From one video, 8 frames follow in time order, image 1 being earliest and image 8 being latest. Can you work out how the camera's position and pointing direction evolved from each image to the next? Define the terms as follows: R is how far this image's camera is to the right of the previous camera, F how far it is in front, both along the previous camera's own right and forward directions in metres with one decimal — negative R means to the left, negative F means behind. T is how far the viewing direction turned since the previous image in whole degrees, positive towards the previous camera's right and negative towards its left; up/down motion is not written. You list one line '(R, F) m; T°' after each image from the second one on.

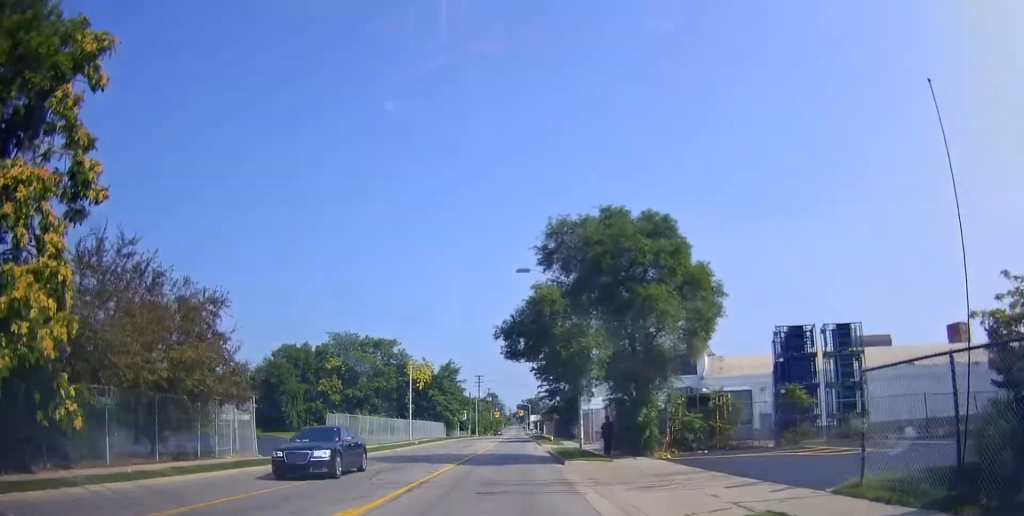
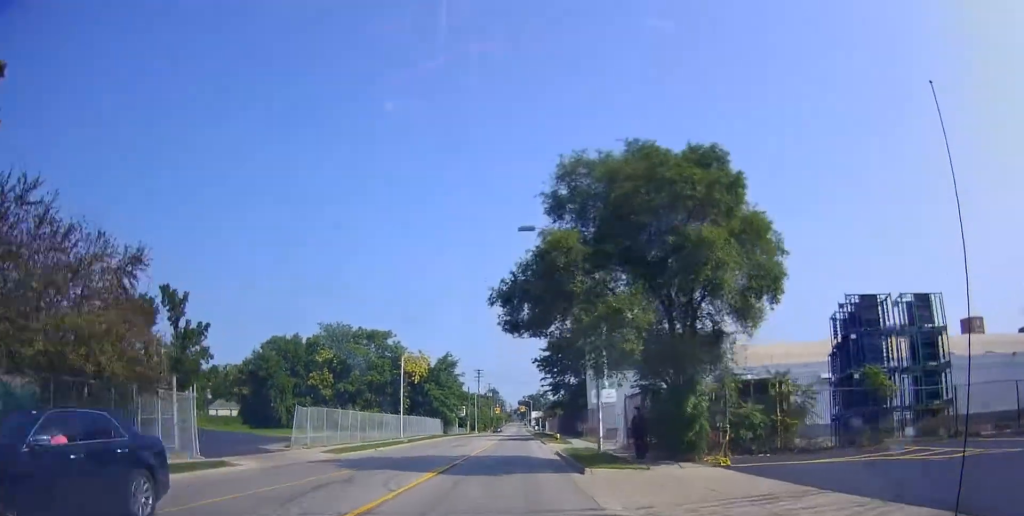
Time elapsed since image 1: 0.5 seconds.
(0.0, +6.0) m; -1°
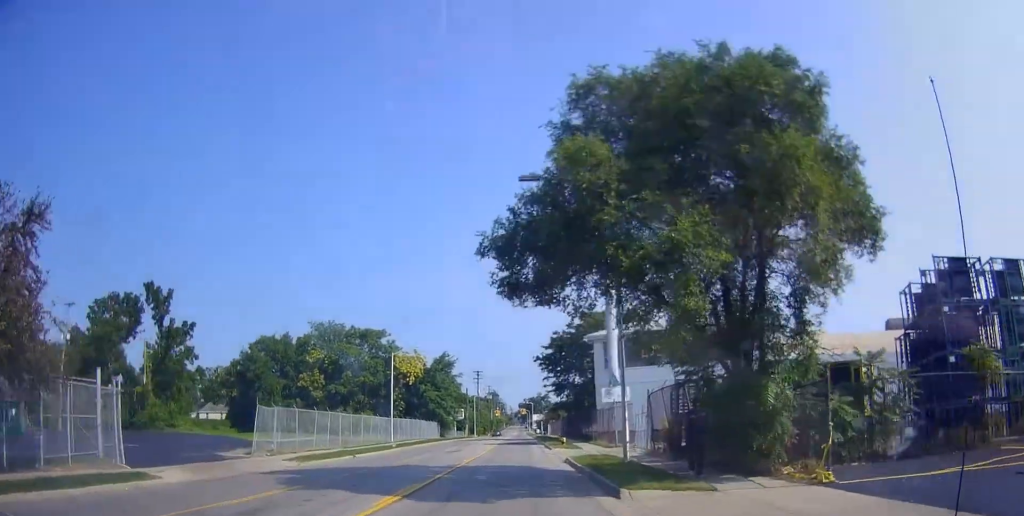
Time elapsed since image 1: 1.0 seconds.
(+0.1, +5.3) m; -1°
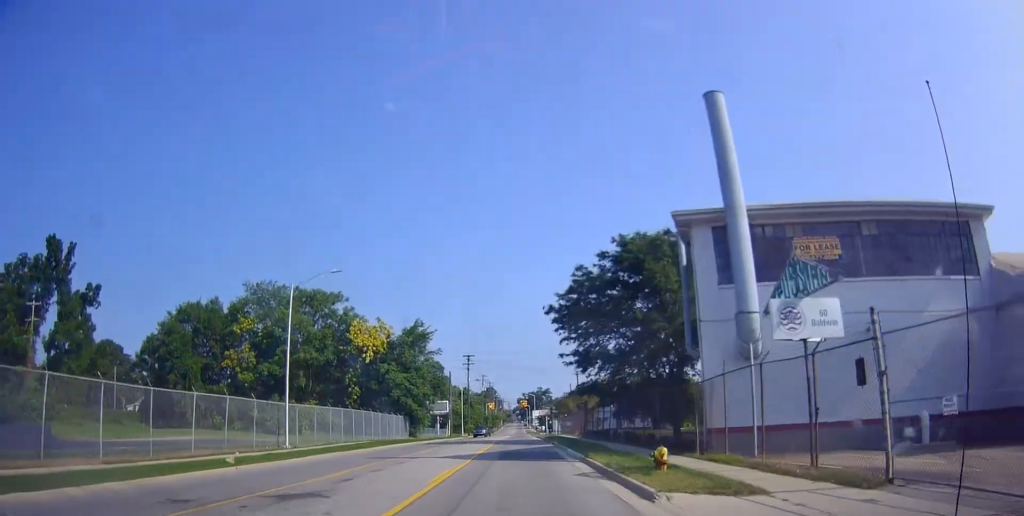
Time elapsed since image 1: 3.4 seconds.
(-0.1, +27.4) m; +1°
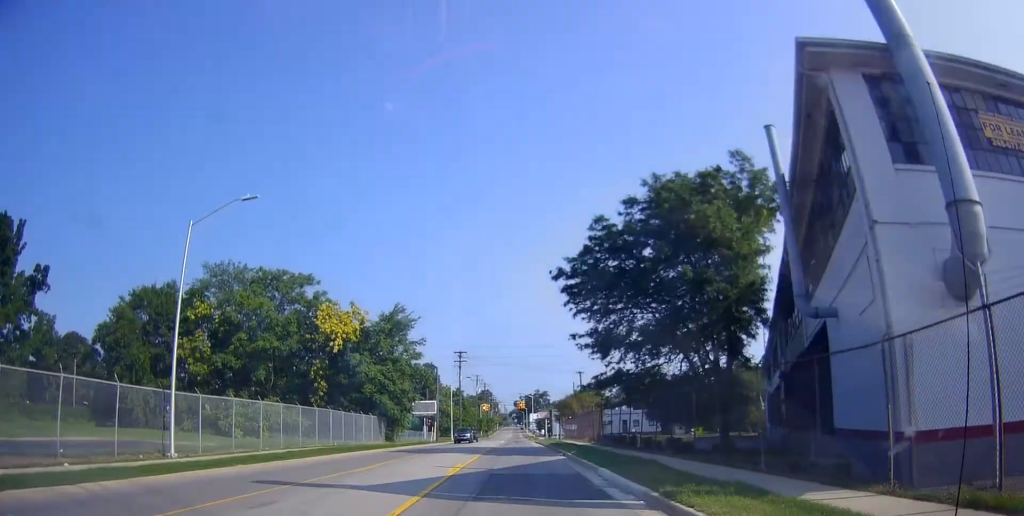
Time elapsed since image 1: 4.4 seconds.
(-0.1, +11.3) m; -3°
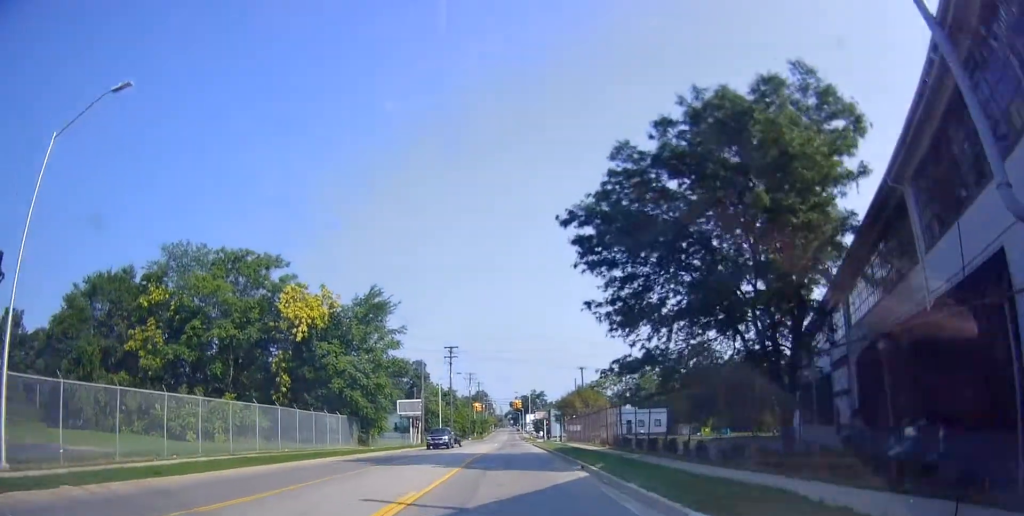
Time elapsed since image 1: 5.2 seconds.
(-0.6, +9.1) m; 0°
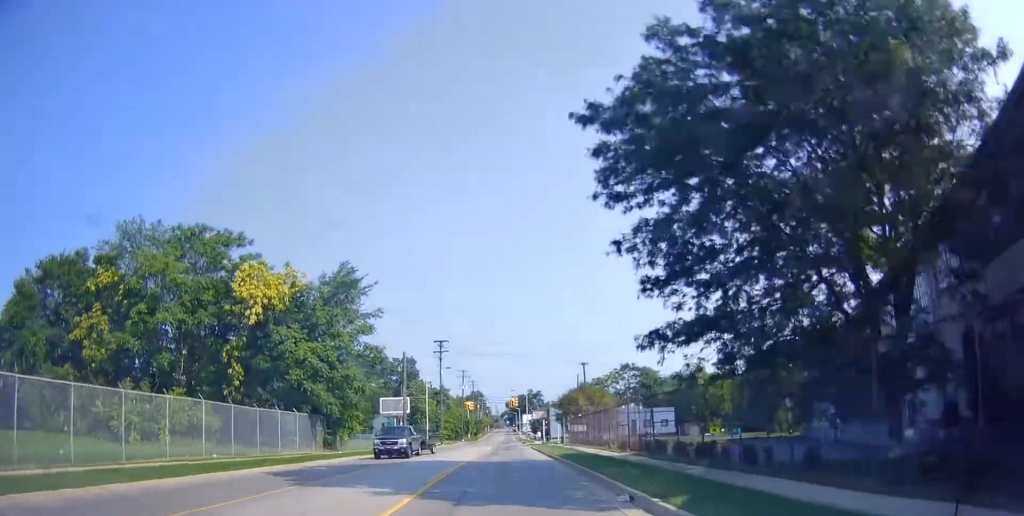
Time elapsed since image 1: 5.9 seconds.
(+0.5, +8.2) m; +3°
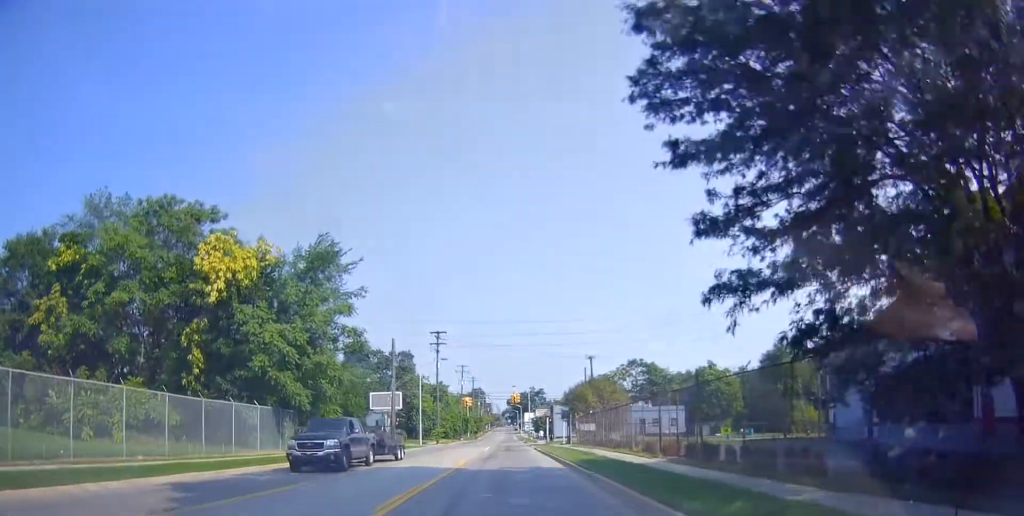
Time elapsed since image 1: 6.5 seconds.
(+0.1, +6.3) m; 0°
